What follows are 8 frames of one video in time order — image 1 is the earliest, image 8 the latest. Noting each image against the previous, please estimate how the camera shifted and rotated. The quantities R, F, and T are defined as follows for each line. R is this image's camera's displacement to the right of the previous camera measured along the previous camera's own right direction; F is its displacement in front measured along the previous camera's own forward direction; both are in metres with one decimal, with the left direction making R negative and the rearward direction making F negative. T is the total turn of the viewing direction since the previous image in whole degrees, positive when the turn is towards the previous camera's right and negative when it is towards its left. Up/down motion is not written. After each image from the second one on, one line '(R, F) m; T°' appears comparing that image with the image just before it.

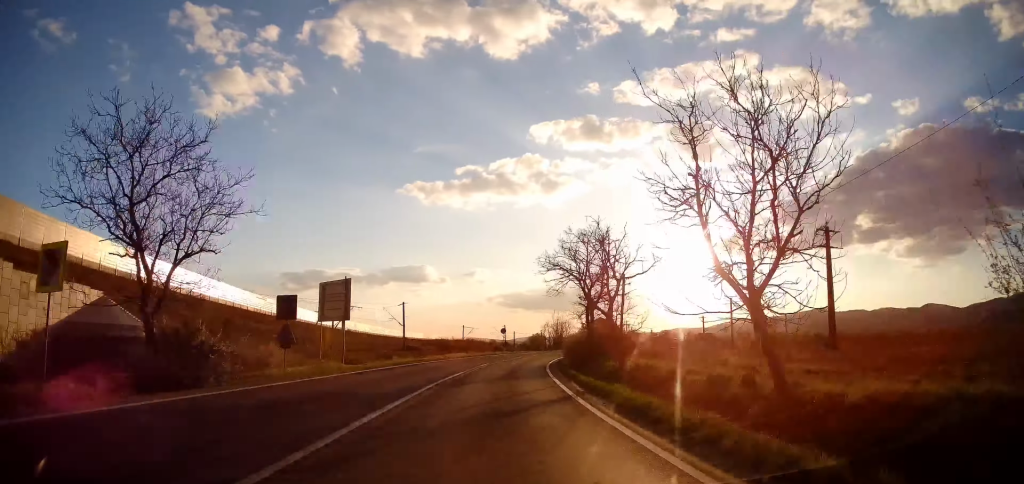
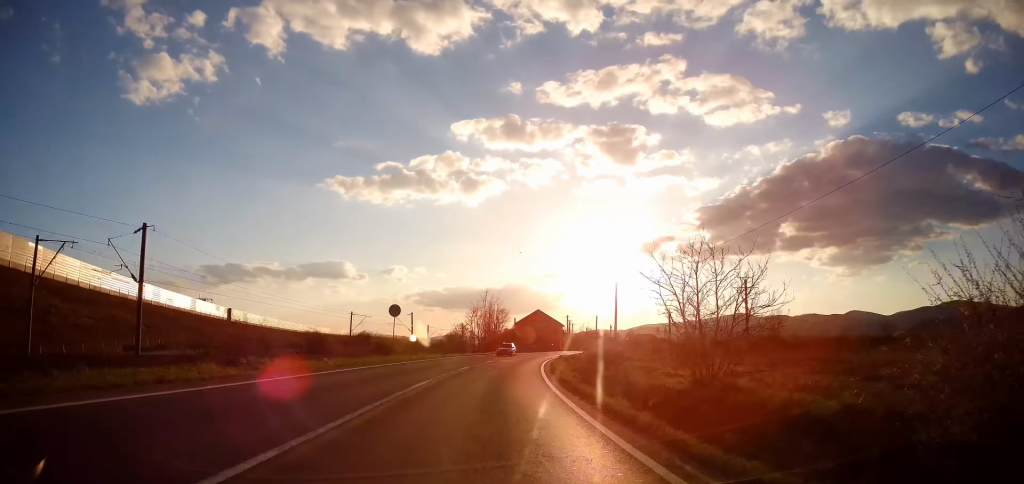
(+2.8, +40.8) m; +8°
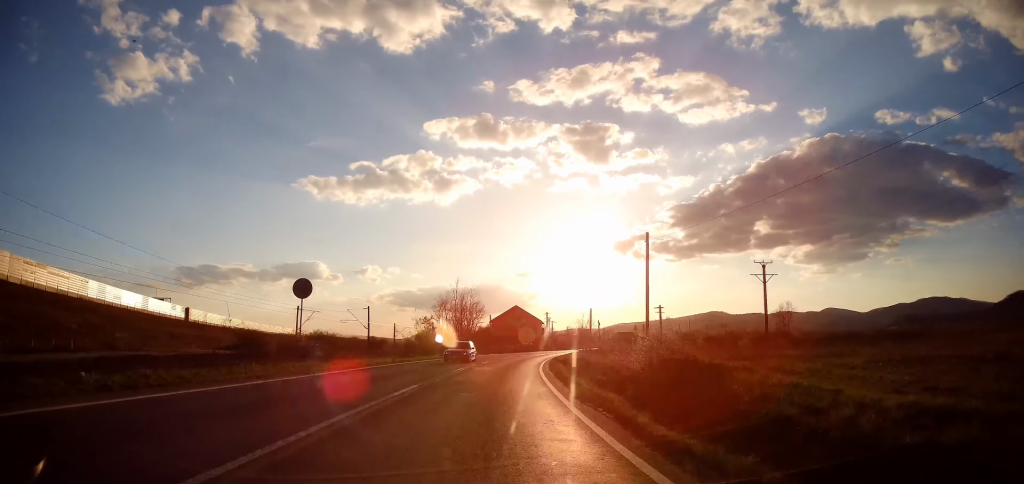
(+0.2, +13.8) m; +2°
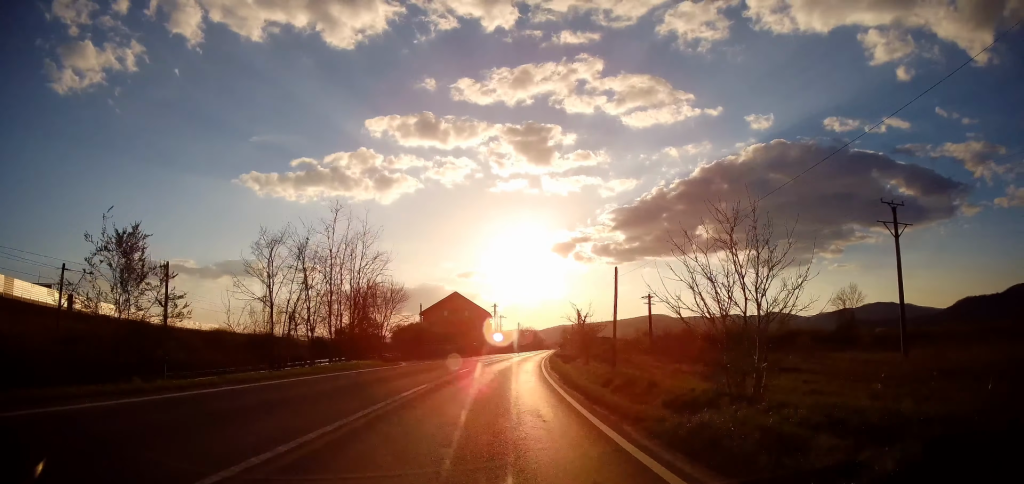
(+1.4, +35.7) m; +7°
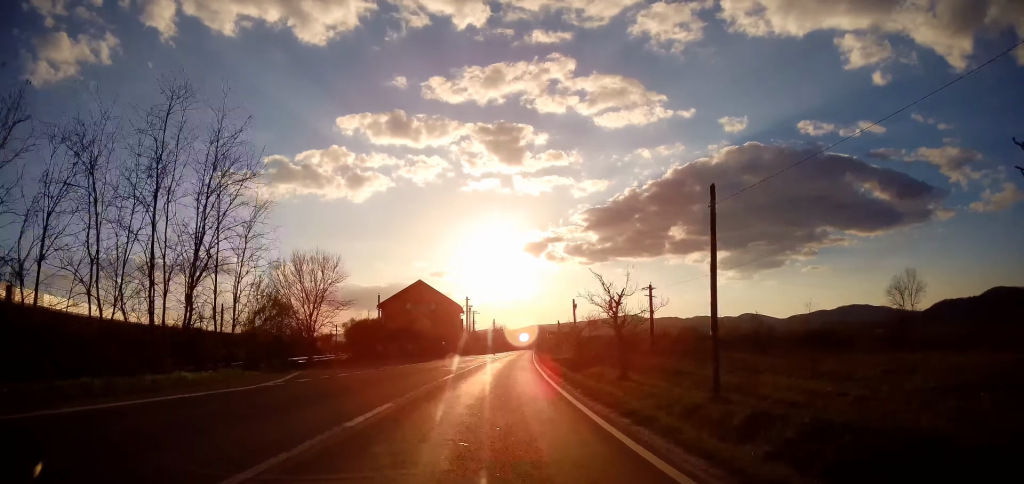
(+0.7, +16.6) m; +3°
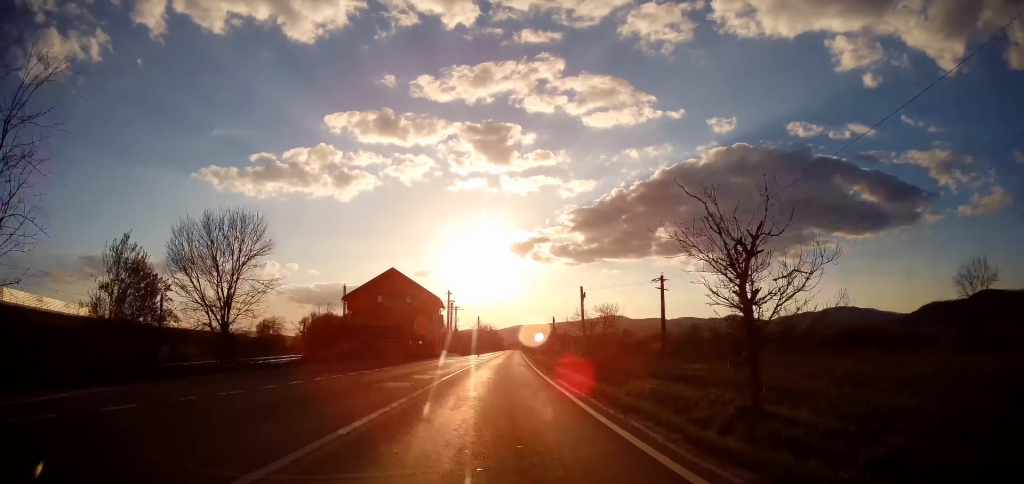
(+0.2, +12.7) m; +2°
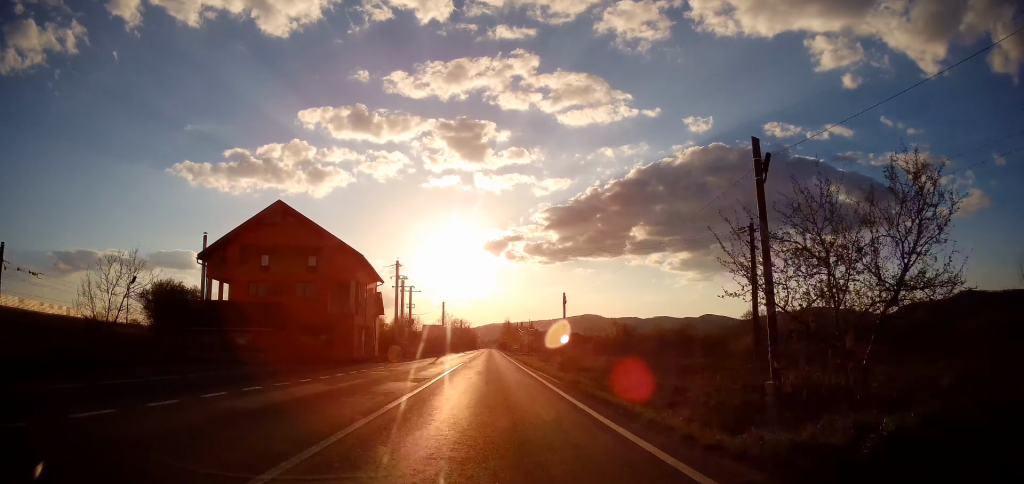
(+1.6, +32.7) m; +5°
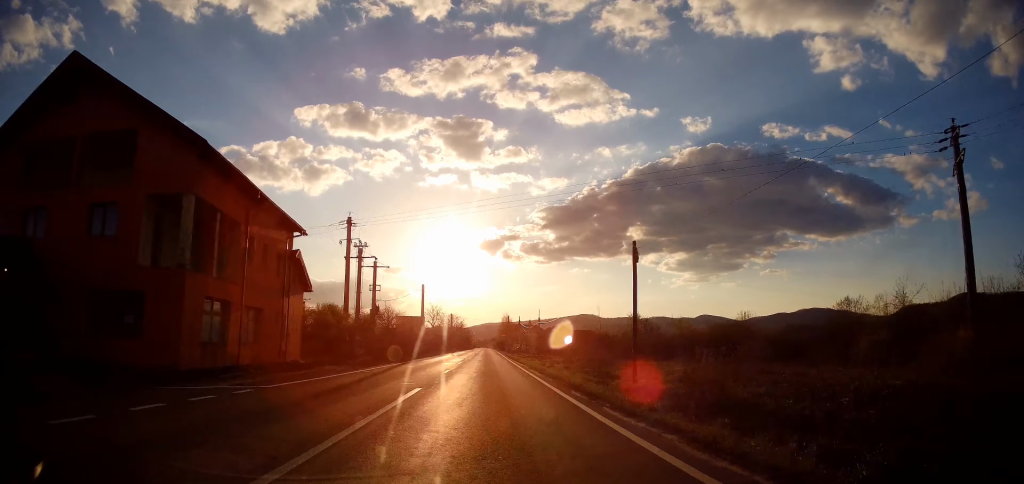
(+0.5, +22.3) m; +1°
